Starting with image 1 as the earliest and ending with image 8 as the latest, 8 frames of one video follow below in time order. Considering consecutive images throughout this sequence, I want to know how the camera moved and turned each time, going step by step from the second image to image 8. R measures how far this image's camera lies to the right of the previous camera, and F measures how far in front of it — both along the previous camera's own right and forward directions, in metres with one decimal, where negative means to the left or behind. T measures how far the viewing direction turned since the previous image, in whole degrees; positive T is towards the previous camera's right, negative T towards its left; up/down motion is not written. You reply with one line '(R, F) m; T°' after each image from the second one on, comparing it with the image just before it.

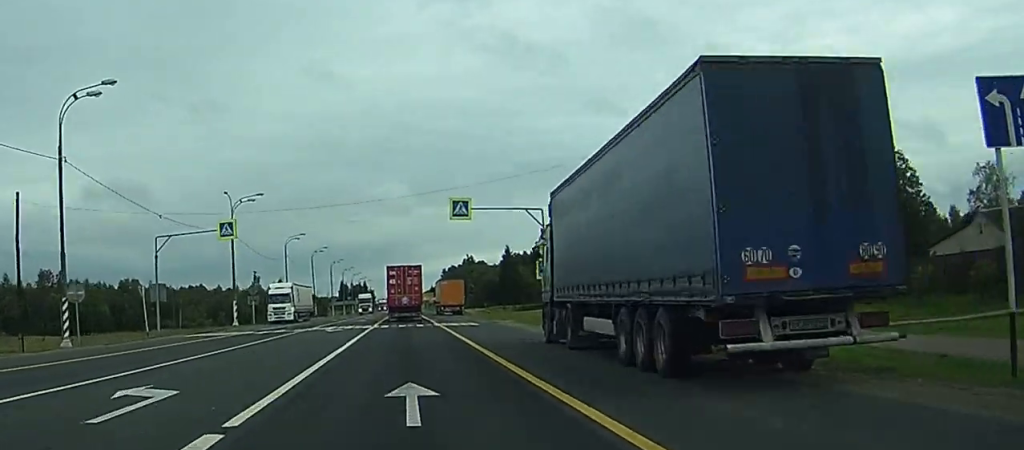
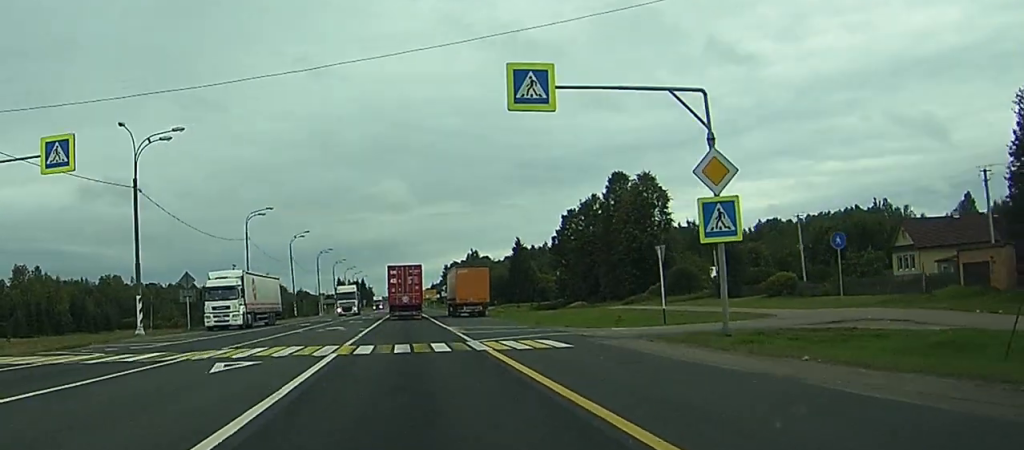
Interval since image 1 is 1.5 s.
(+0.1, +27.8) m; +1°
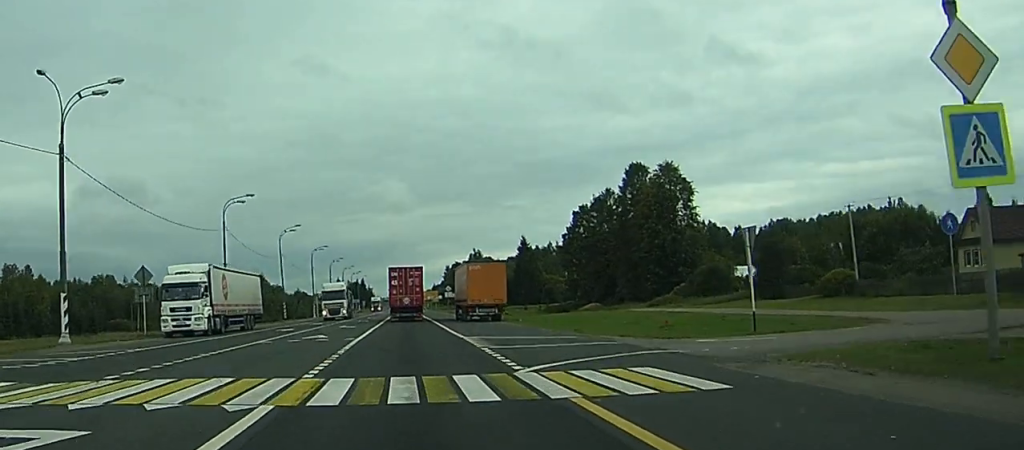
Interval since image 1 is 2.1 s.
(+0.1, +11.2) m; 0°
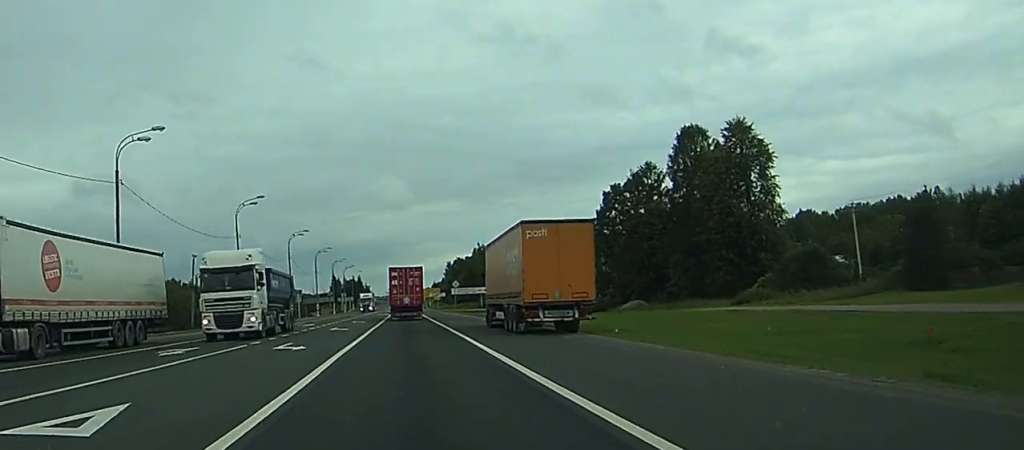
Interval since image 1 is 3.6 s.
(-0.2, +28.0) m; -1°
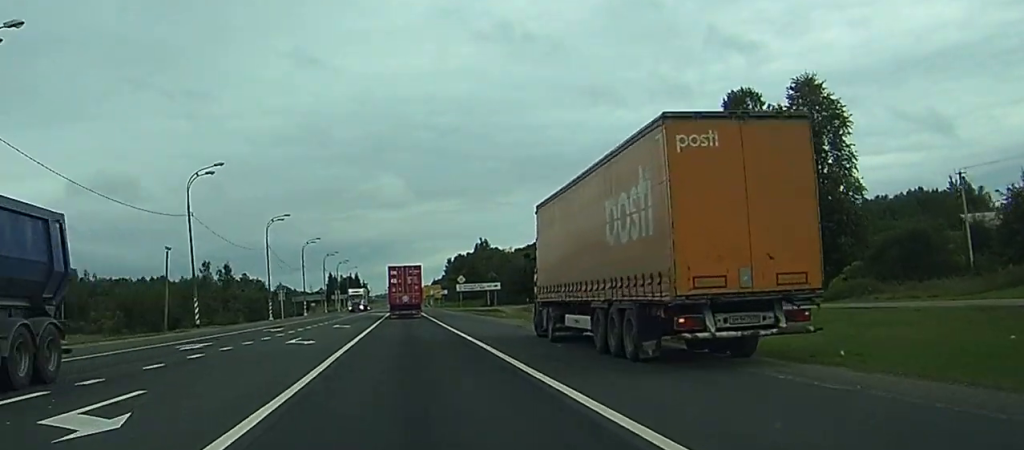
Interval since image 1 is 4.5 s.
(0.0, +18.4) m; 0°
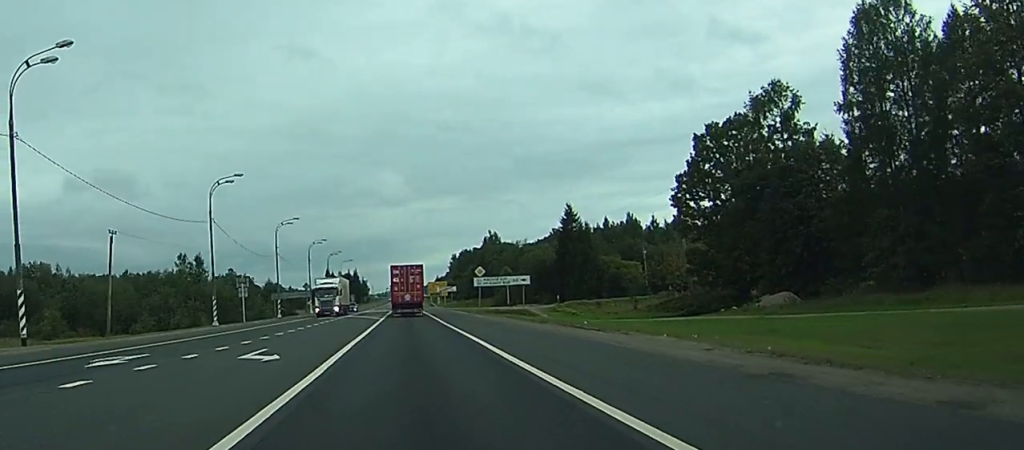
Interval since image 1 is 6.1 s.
(0.0, +30.7) m; 0°
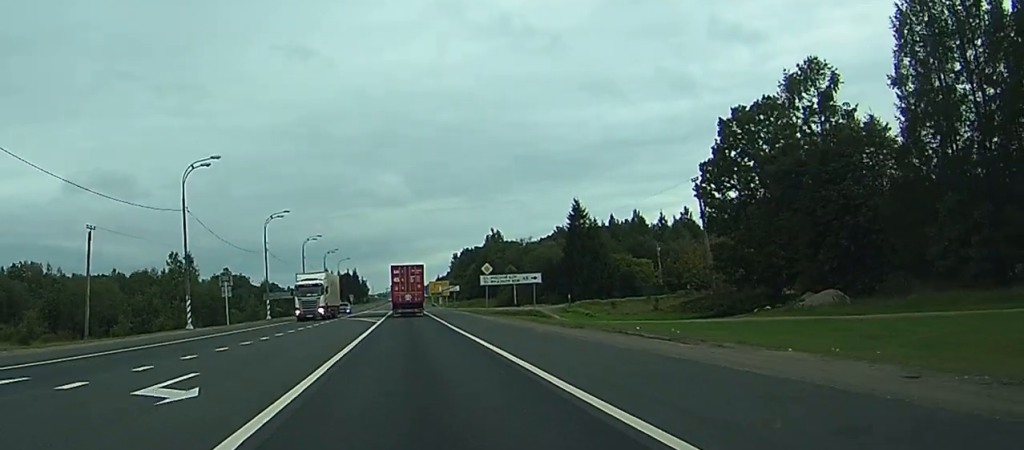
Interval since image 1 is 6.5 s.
(0.0, +8.7) m; 0°
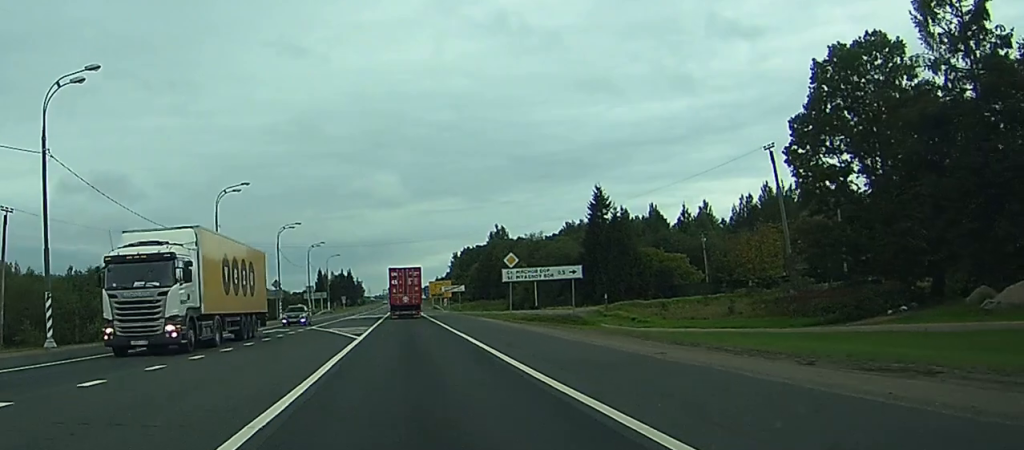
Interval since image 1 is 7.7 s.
(0.0, +24.1) m; -1°
